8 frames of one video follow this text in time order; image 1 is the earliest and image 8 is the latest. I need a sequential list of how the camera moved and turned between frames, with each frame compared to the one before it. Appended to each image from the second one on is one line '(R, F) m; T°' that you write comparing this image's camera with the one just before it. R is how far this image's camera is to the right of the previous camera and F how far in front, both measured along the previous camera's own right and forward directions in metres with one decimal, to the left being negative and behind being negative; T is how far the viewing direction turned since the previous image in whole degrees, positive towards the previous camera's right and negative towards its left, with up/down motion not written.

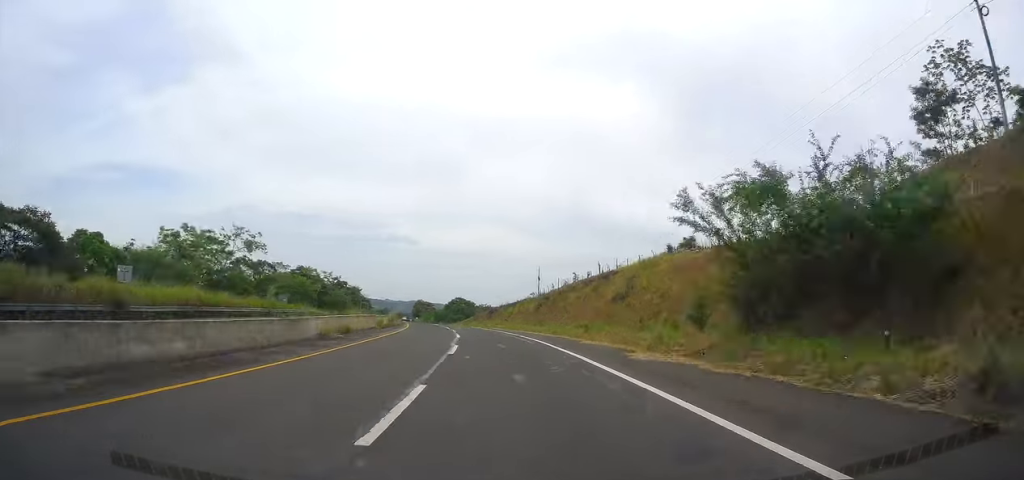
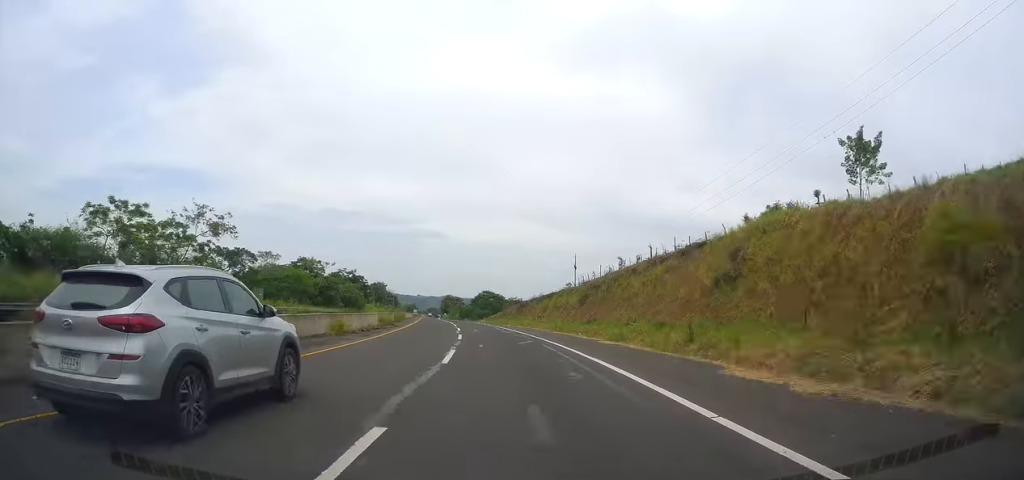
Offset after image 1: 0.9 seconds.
(+0.1, +16.0) m; -4°
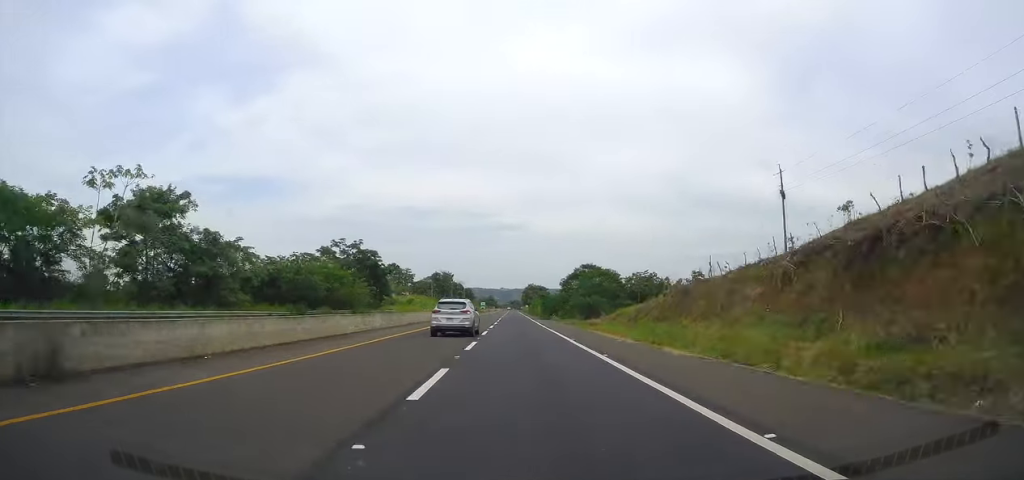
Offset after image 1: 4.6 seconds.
(-6.3, +67.4) m; -8°
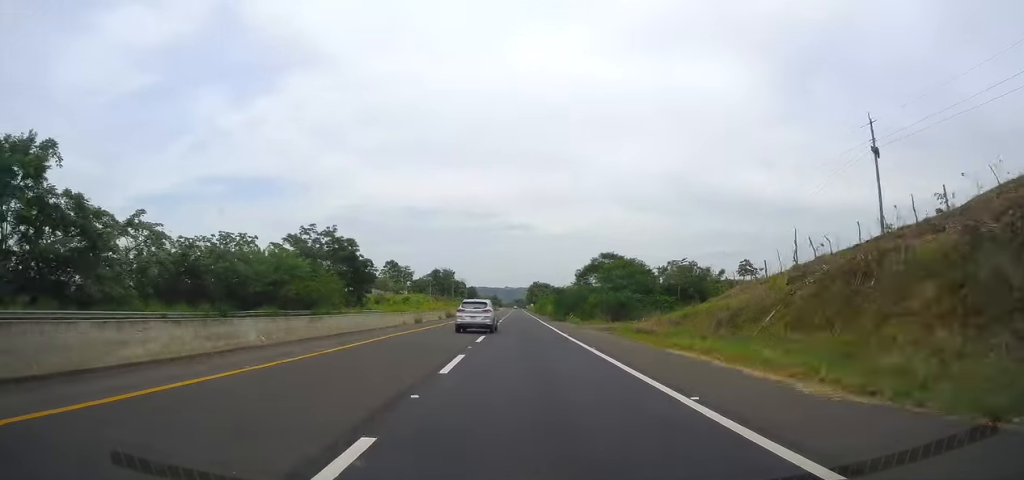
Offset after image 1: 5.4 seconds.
(-0.1, +16.4) m; -1°
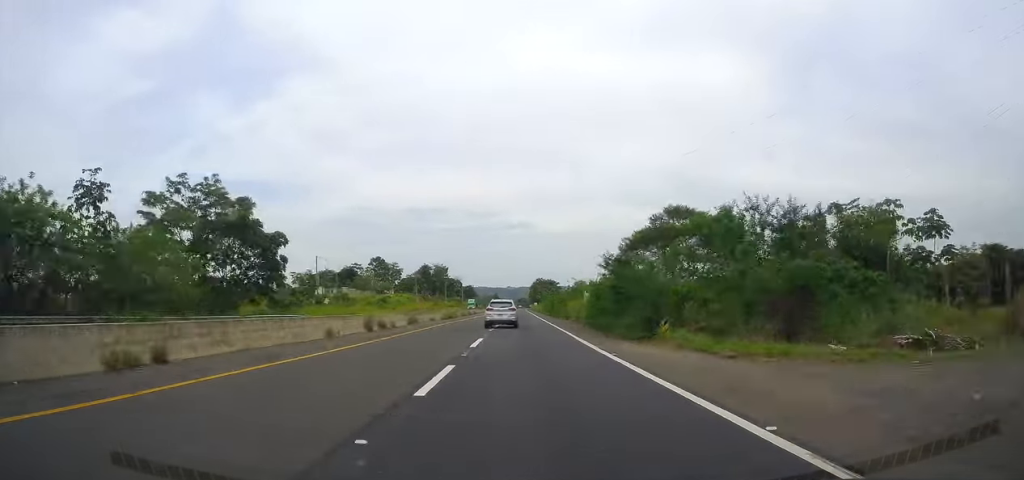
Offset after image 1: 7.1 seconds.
(-0.2, +33.7) m; -1°
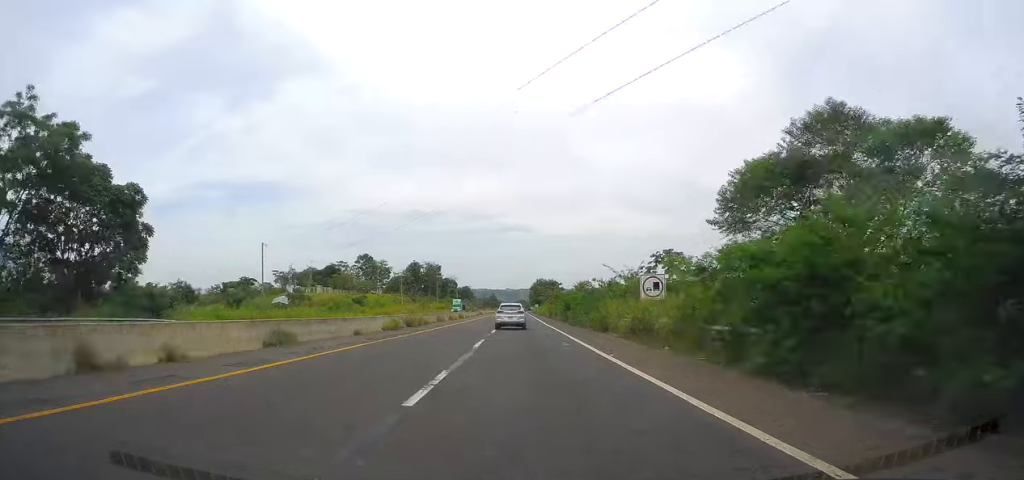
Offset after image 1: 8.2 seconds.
(-0.3, +23.0) m; 0°
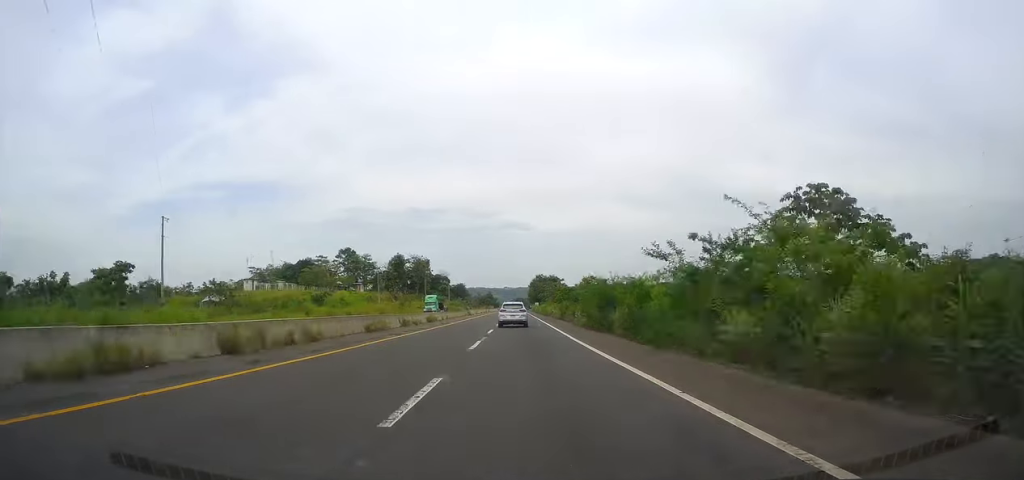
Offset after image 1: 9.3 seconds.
(-0.1, +25.1) m; 0°
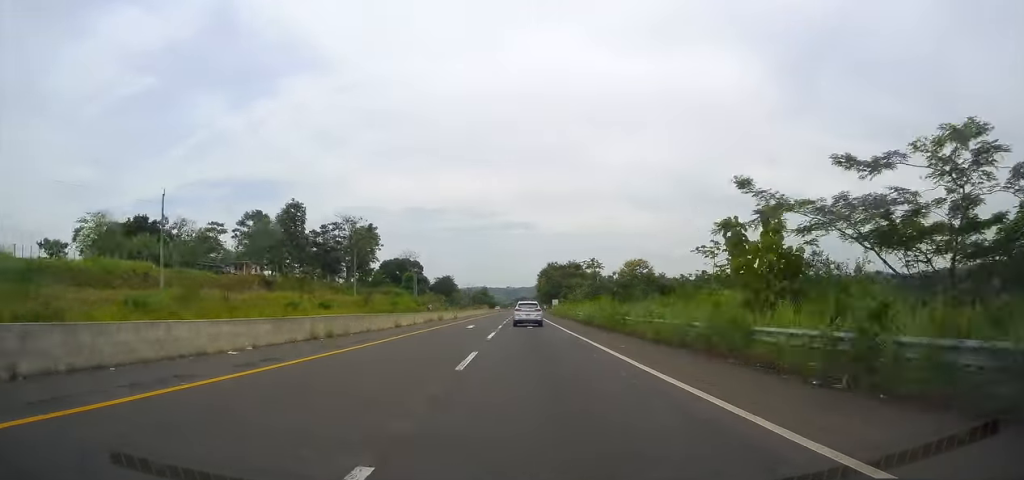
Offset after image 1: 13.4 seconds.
(+0.8, +91.7) m; 0°
